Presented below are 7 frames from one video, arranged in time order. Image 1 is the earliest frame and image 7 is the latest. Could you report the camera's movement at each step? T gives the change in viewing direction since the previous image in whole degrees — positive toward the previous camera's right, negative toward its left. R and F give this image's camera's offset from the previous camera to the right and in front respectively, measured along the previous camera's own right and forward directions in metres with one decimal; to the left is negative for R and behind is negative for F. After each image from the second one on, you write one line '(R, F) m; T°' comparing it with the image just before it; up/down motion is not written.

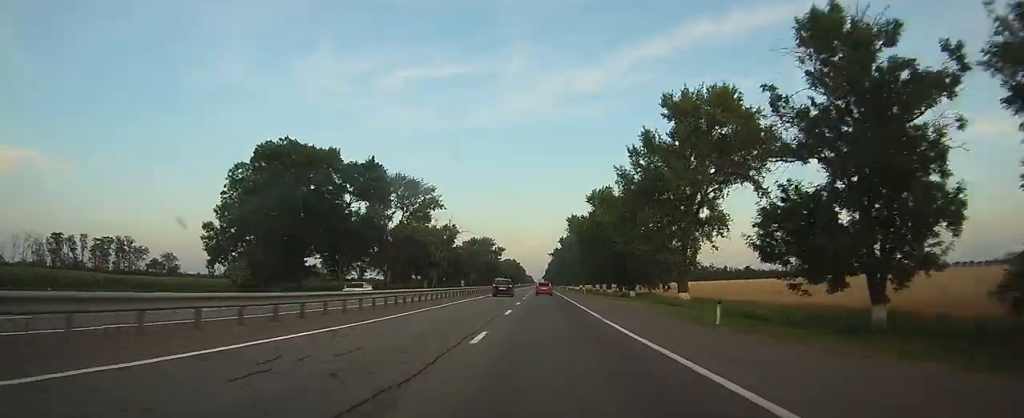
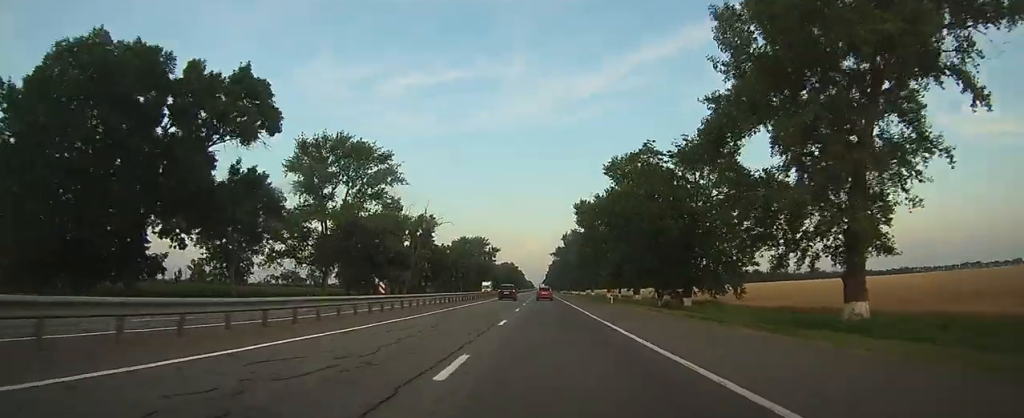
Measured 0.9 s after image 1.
(0.0, +28.4) m; 0°
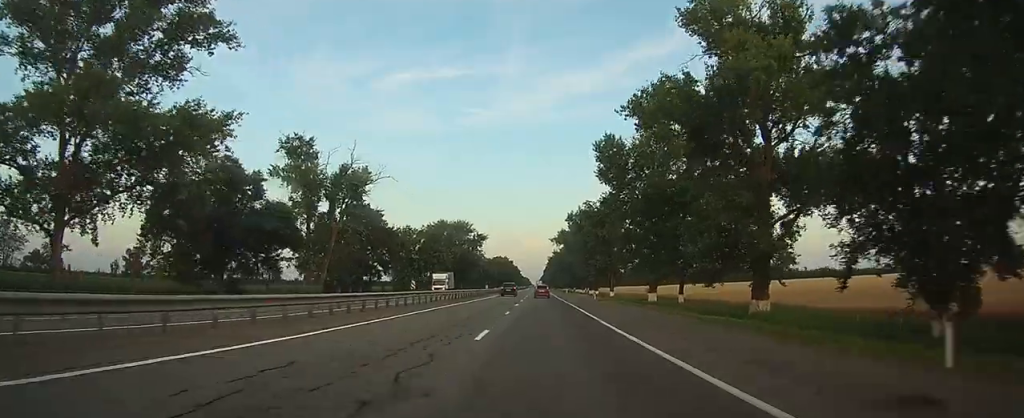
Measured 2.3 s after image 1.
(-0.1, +41.8) m; 0°
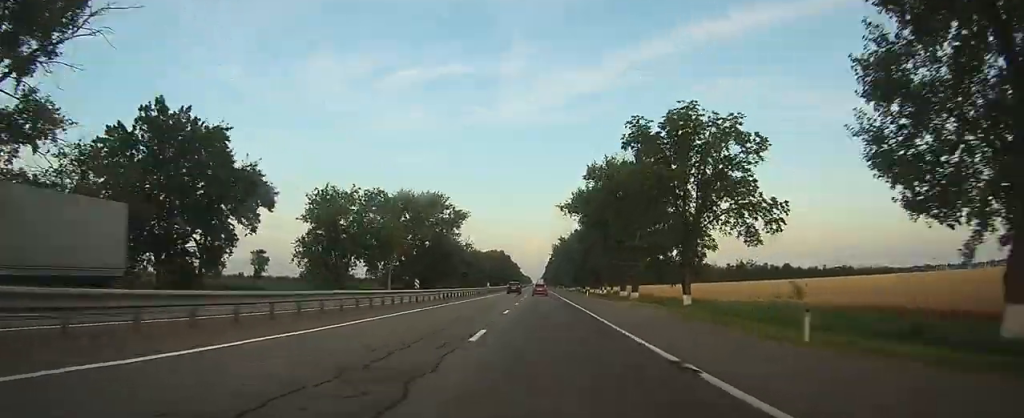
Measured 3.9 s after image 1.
(+0.1, +48.3) m; 0°
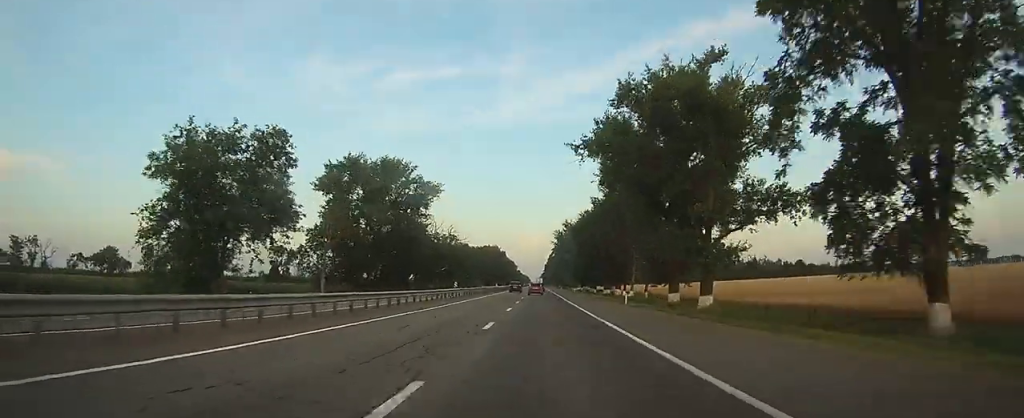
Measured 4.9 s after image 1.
(0.0, +32.1) m; 0°
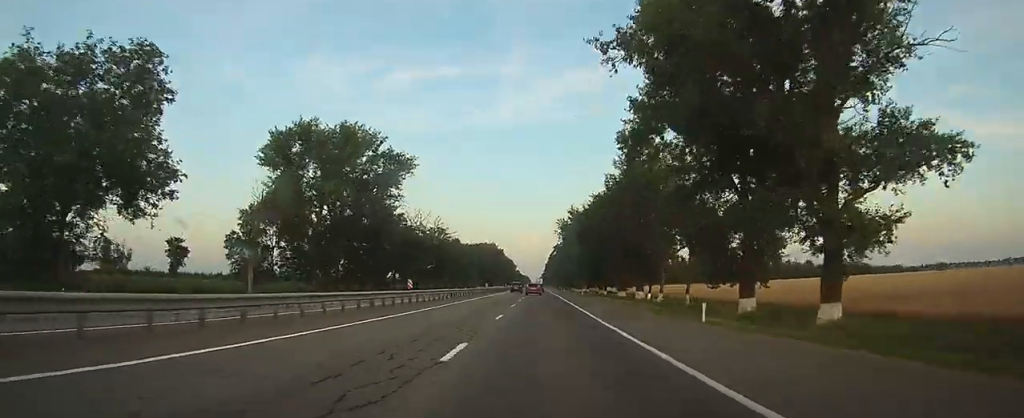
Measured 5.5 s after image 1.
(0.0, +18.8) m; 0°
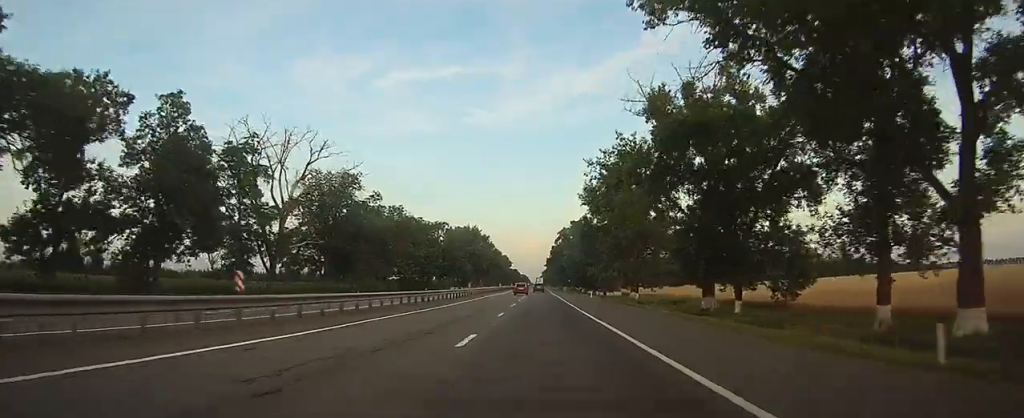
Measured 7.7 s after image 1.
(+0.2, +69.4) m; 0°
